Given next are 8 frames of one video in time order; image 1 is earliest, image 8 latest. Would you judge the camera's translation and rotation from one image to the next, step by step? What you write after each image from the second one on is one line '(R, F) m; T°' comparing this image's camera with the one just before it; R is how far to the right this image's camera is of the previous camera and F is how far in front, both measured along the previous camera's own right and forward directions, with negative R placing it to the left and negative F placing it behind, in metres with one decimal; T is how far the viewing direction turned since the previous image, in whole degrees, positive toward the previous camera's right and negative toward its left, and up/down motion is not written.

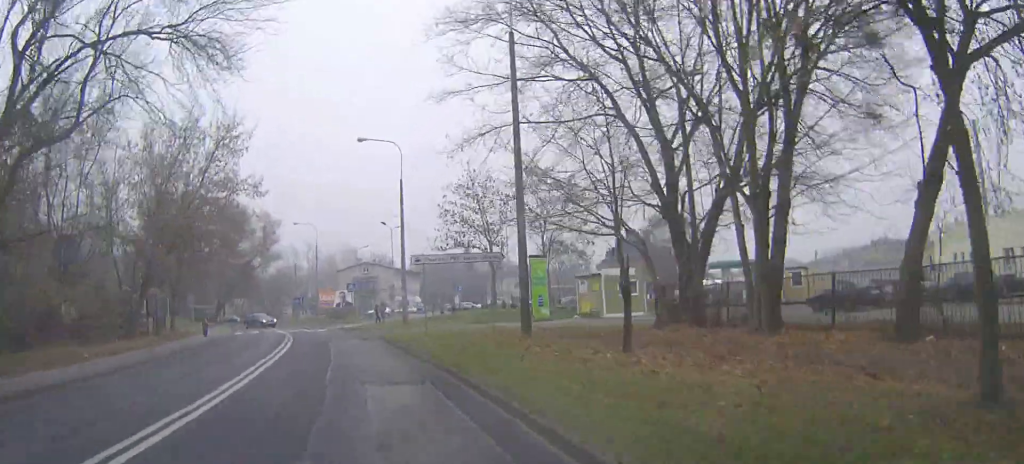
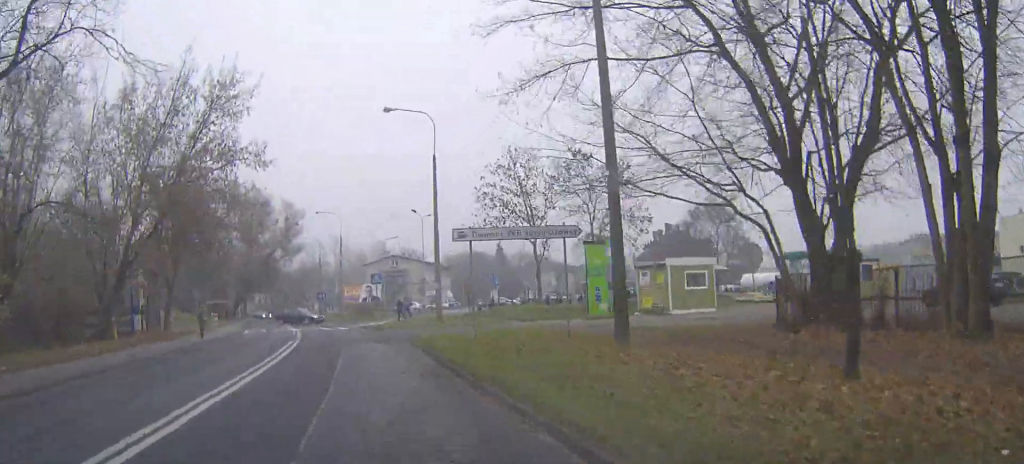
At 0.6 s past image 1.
(0.0, +6.6) m; -2°
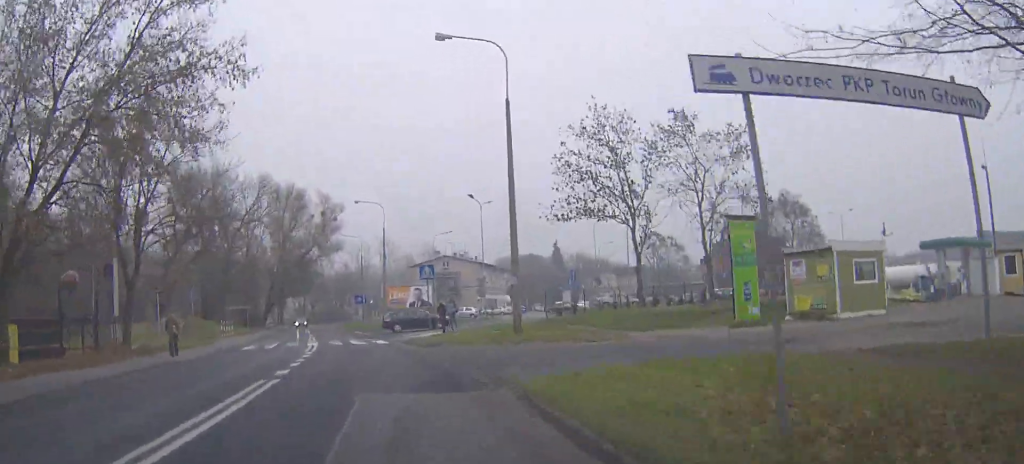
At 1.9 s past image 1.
(-0.6, +12.1) m; -6°
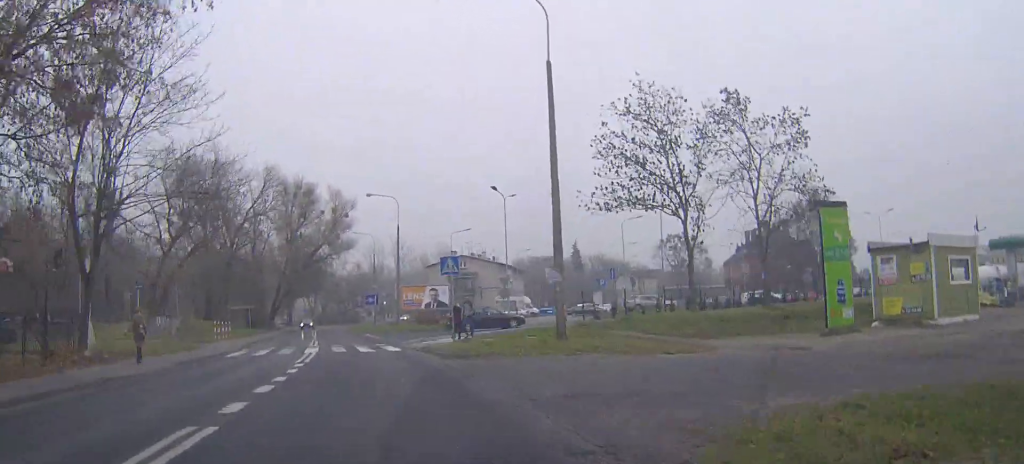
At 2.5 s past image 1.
(-0.3, +5.5) m; -2°
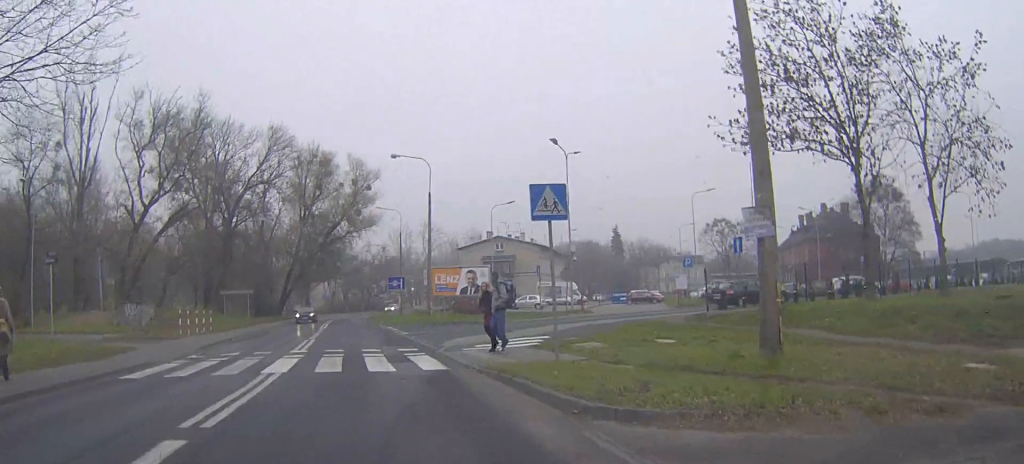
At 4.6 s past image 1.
(0.0, +14.3) m; +1°
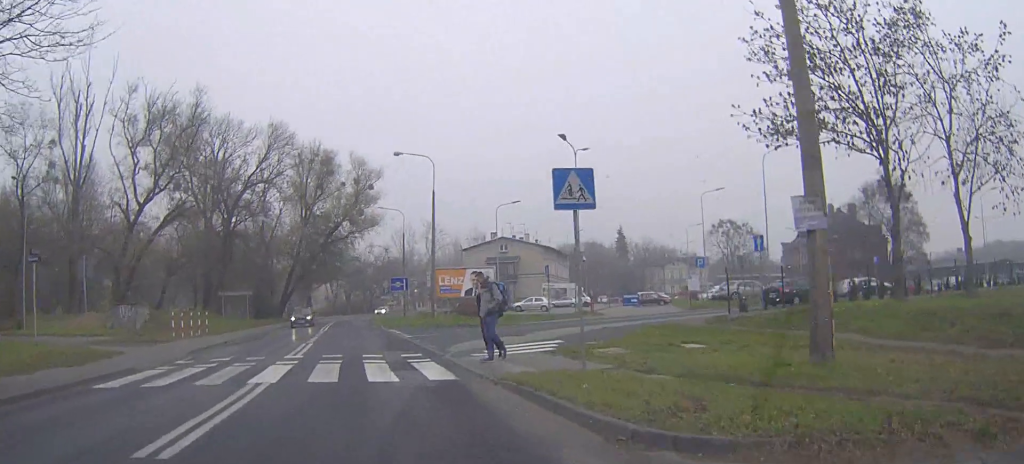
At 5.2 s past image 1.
(0.0, +1.9) m; 0°
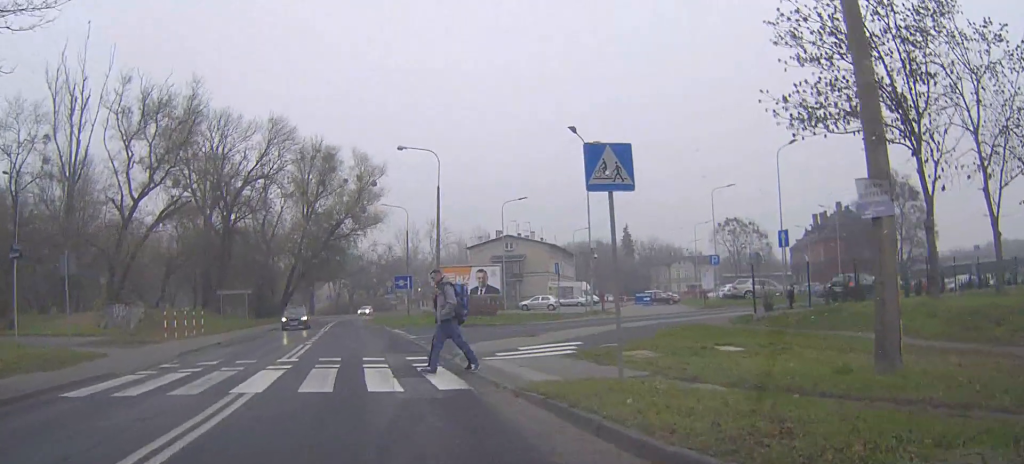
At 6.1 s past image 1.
(-0.1, +2.1) m; +2°
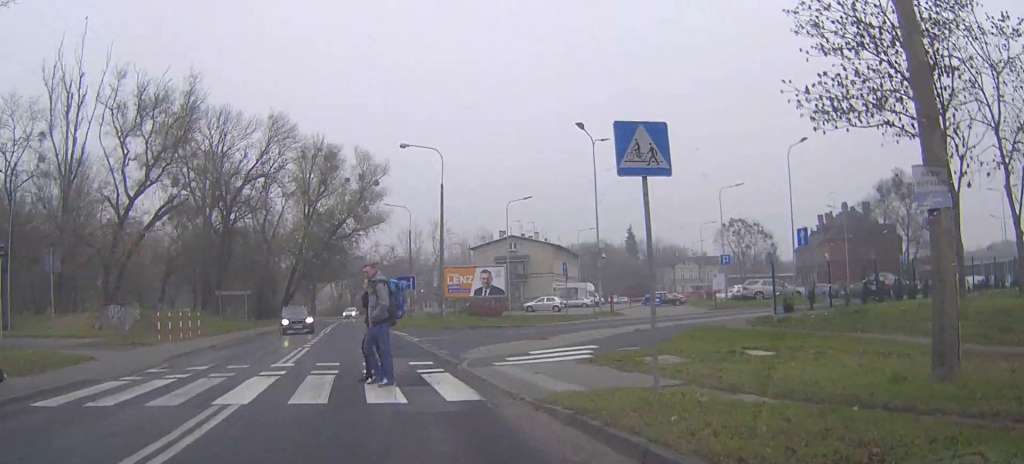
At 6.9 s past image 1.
(+0.1, +1.2) m; +4°
